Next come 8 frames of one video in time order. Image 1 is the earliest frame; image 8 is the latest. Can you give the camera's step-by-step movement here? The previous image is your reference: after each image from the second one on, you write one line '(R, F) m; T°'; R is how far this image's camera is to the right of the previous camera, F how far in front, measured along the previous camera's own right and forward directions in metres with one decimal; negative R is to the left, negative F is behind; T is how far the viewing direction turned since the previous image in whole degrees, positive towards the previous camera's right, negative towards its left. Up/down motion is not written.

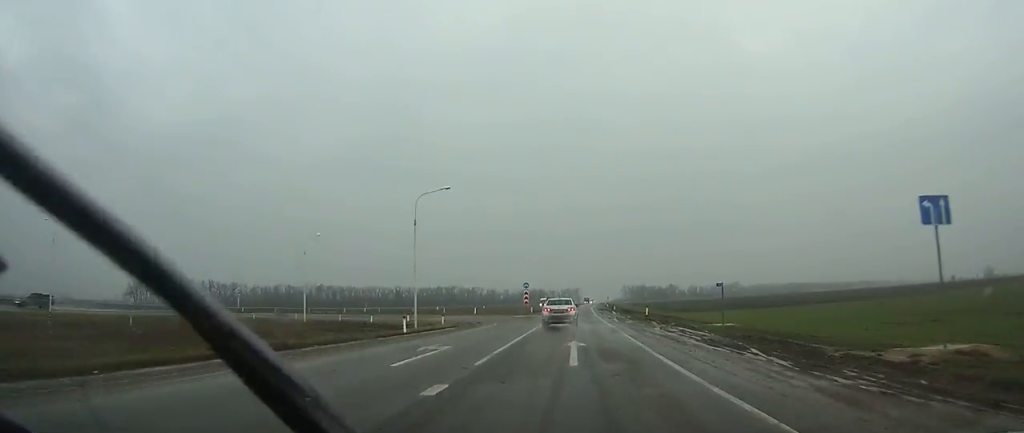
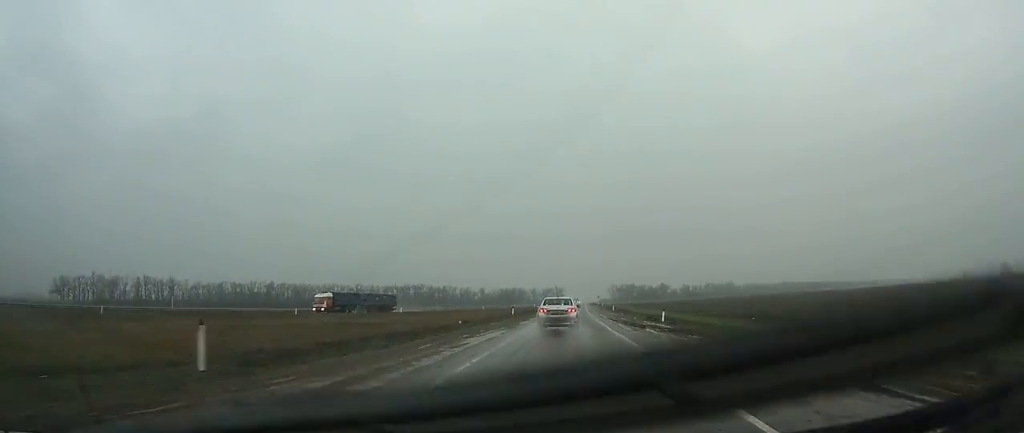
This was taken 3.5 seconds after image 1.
(+0.8, +67.1) m; +1°
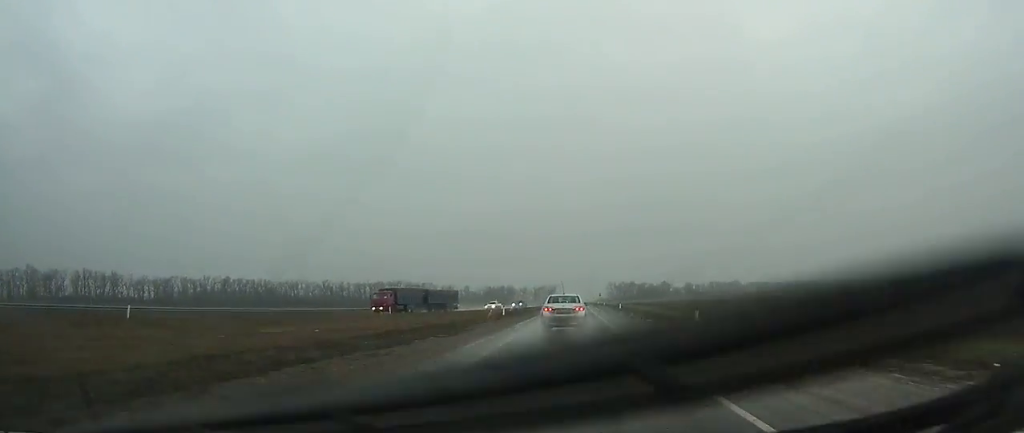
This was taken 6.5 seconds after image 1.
(+0.2, +60.9) m; 0°
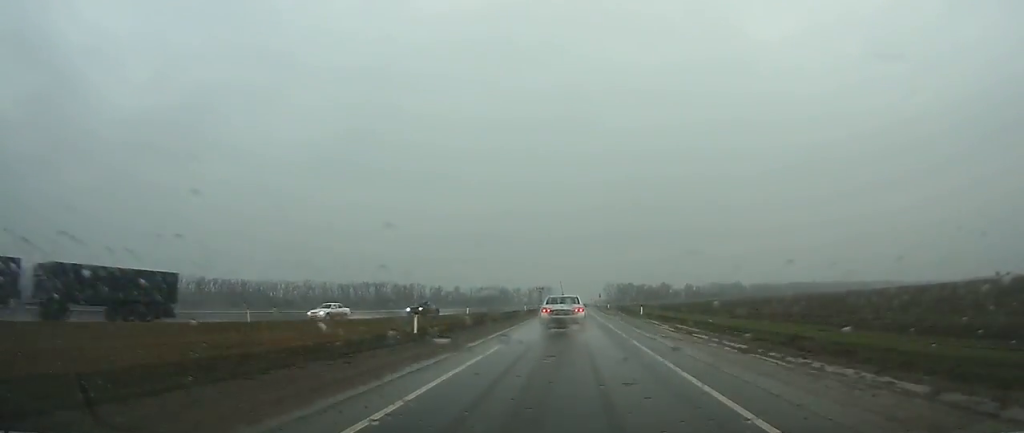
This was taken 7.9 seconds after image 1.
(+0.1, +27.5) m; 0°
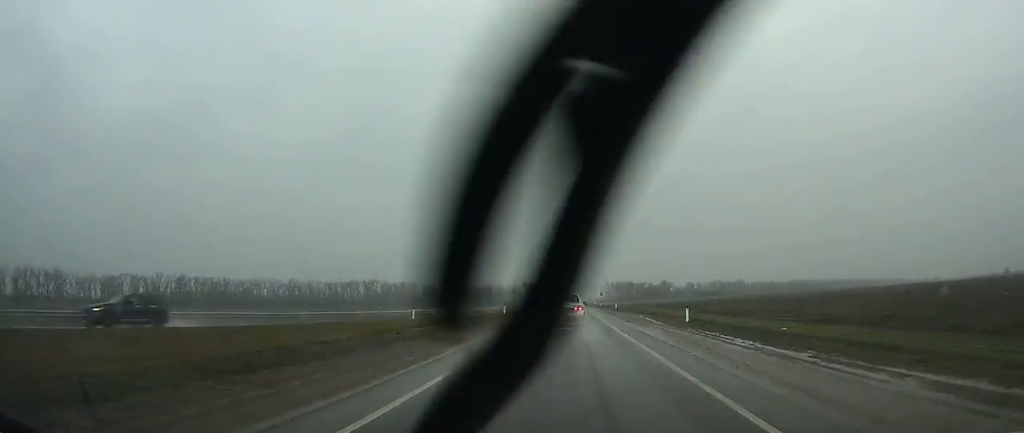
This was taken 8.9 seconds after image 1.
(+0.1, +20.7) m; 0°
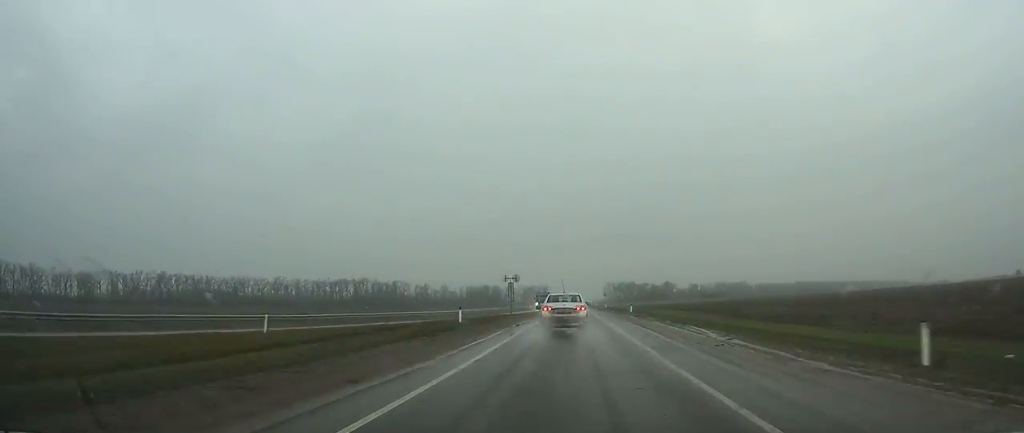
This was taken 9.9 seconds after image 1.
(+0.1, +20.6) m; 0°
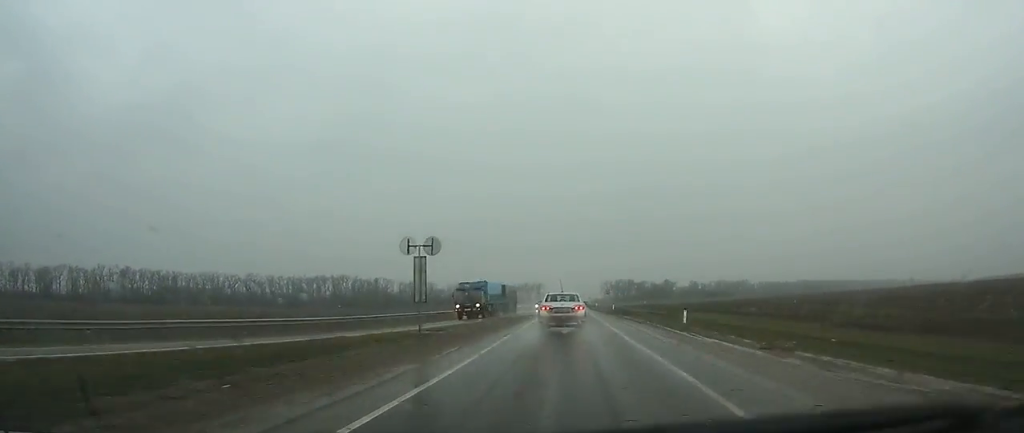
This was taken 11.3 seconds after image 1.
(0.0, +30.1) m; 0°
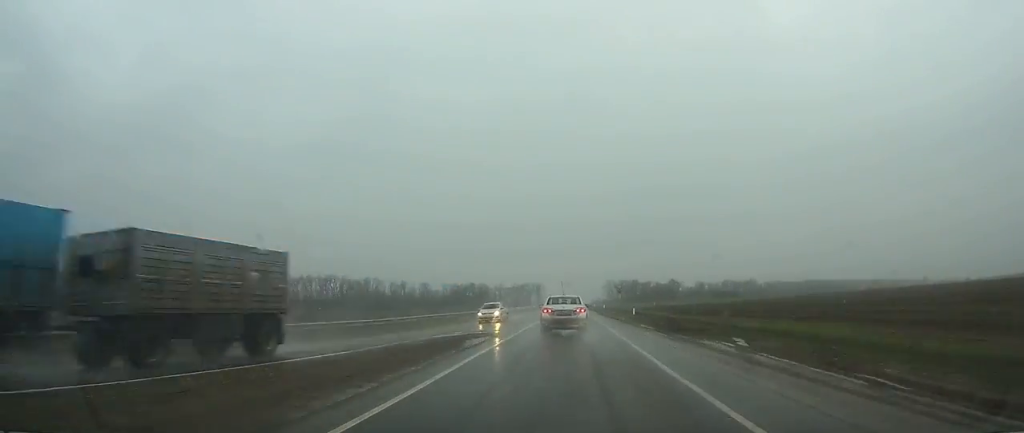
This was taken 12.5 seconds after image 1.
(0.0, +24.6) m; 0°
